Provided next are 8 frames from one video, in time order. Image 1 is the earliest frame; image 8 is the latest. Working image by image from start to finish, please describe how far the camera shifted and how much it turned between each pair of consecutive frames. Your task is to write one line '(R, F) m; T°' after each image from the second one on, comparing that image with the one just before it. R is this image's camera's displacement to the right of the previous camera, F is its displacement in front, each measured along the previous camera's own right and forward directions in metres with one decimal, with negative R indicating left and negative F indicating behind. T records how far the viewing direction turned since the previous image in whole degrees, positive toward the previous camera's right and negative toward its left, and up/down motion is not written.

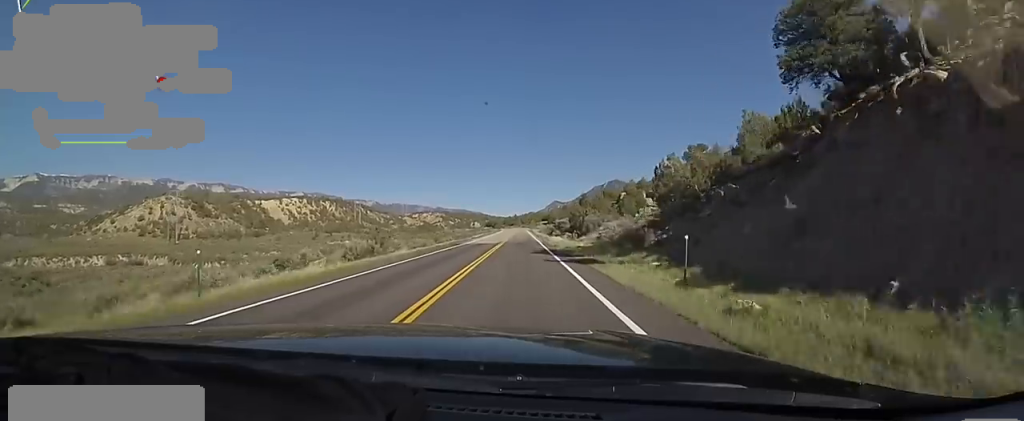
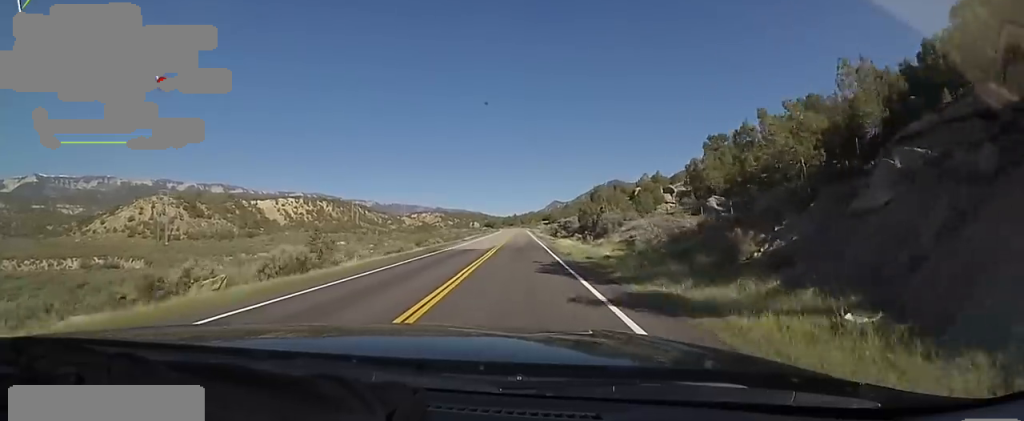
(0.0, +10.6) m; 0°
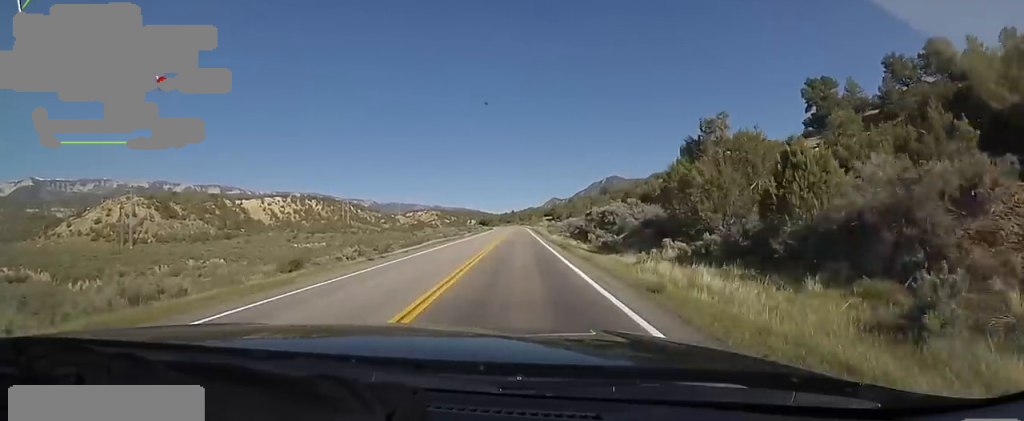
(0.0, +32.5) m; 0°
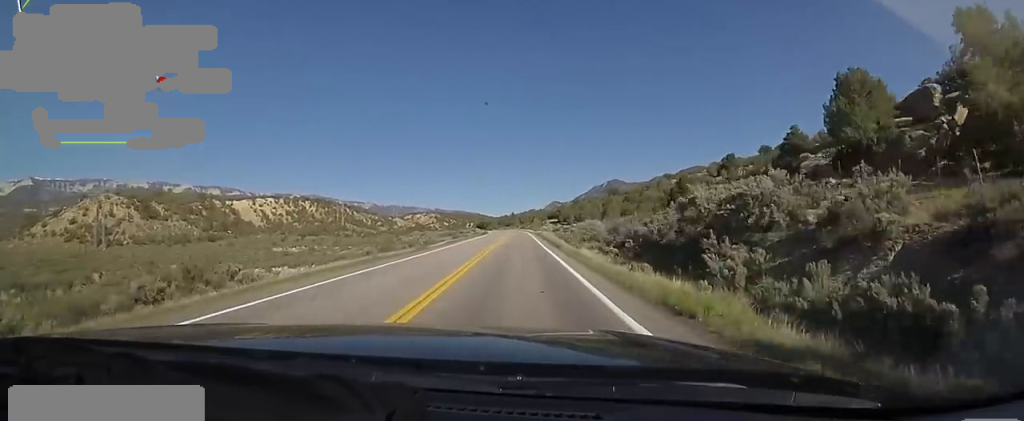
(0.0, +22.6) m; +1°
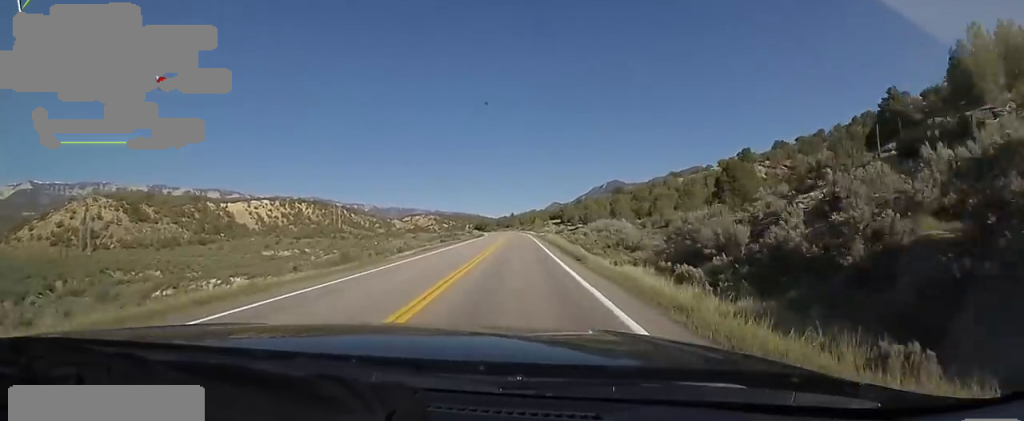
(-0.2, +11.2) m; +1°
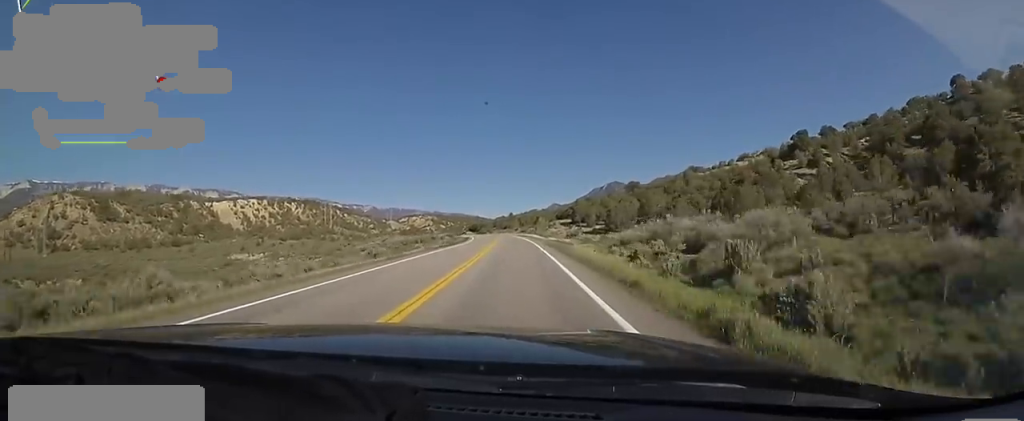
(+0.6, +29.5) m; 0°
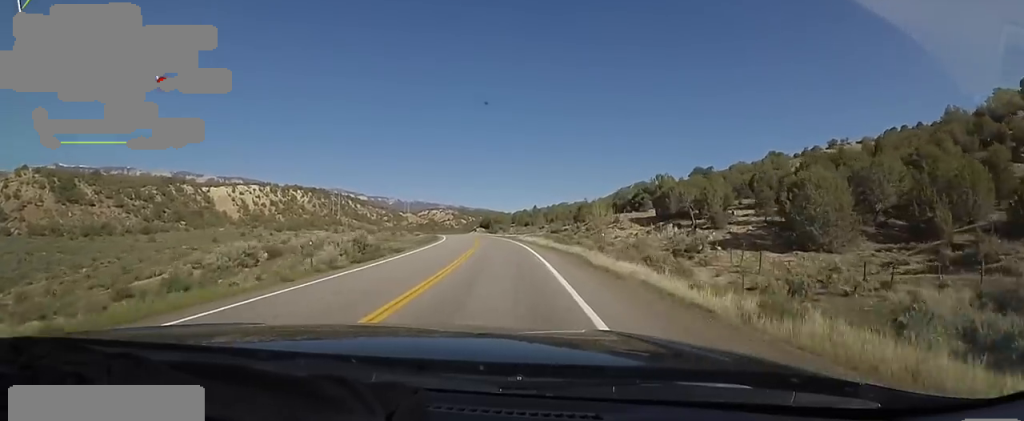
(-2.5, +54.4) m; -5°
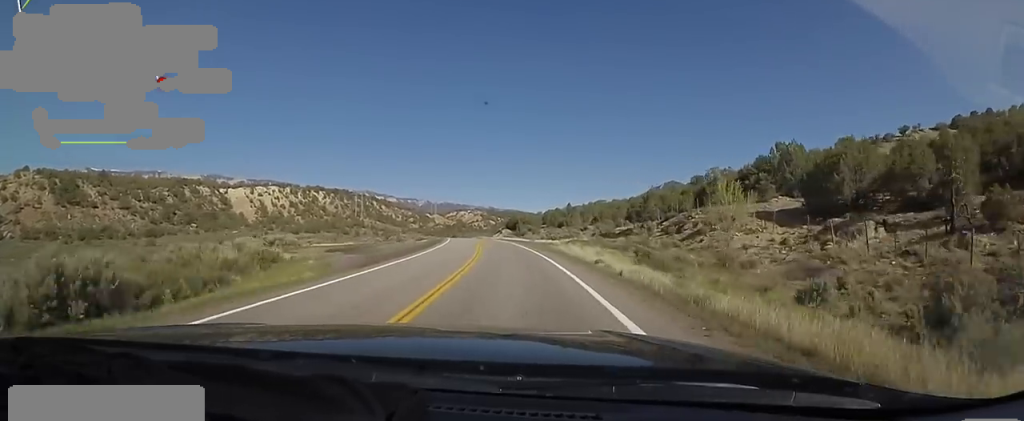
(-0.4, +24.2) m; -1°
